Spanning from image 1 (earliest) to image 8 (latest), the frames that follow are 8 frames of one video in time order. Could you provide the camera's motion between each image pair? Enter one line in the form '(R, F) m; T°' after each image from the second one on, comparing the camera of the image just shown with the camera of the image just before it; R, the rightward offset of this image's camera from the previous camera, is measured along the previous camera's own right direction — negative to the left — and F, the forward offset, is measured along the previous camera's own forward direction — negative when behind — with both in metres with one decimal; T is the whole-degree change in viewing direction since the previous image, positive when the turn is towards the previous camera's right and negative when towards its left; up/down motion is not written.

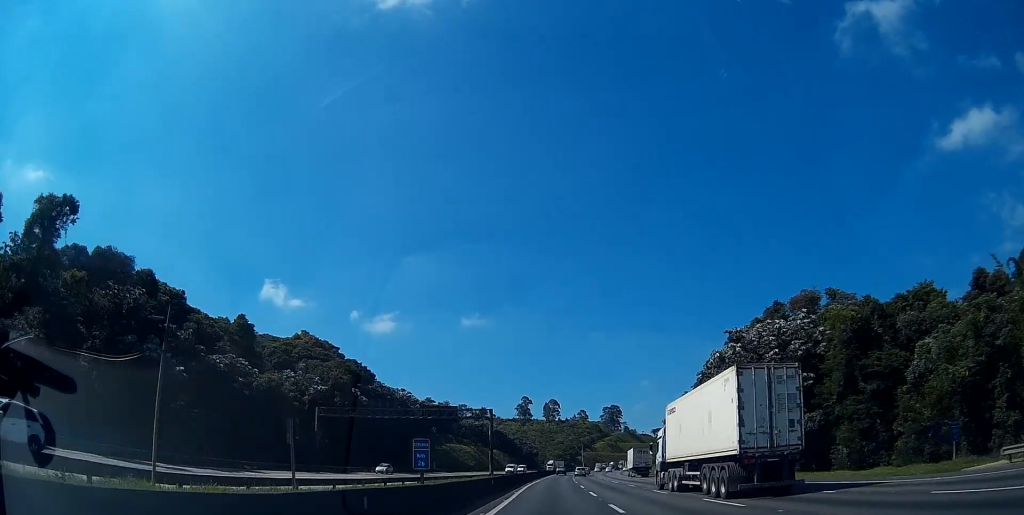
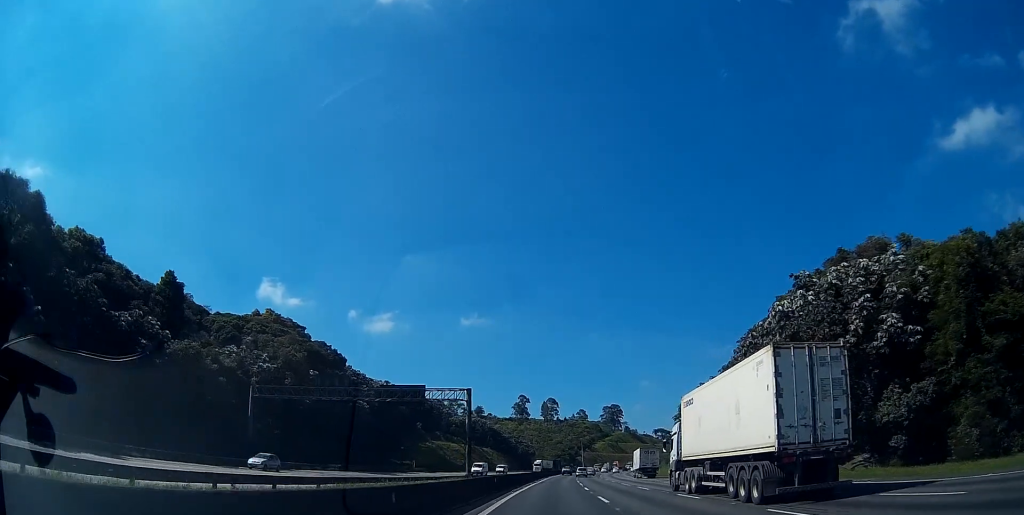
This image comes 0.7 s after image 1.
(+0.1, +20.0) m; 0°
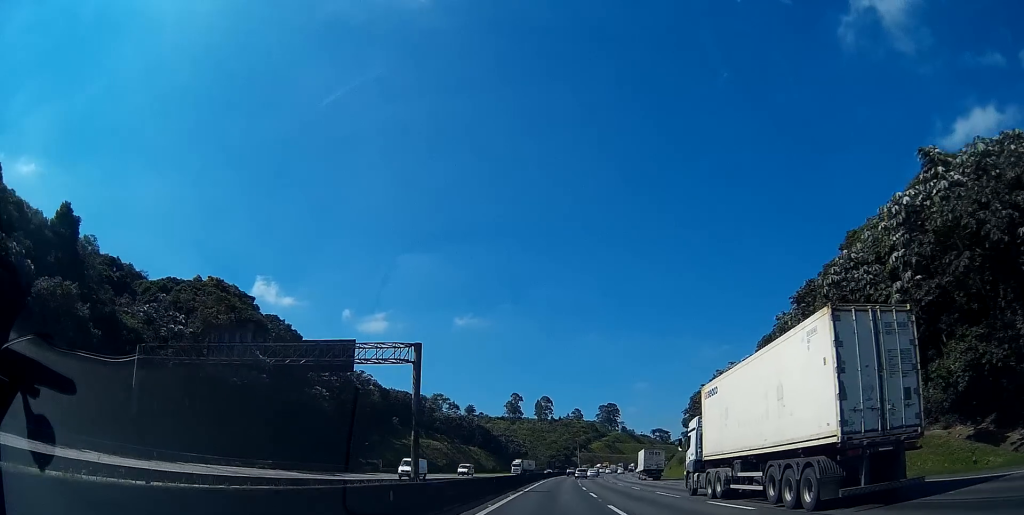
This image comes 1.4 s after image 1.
(+0.1, +20.4) m; 0°
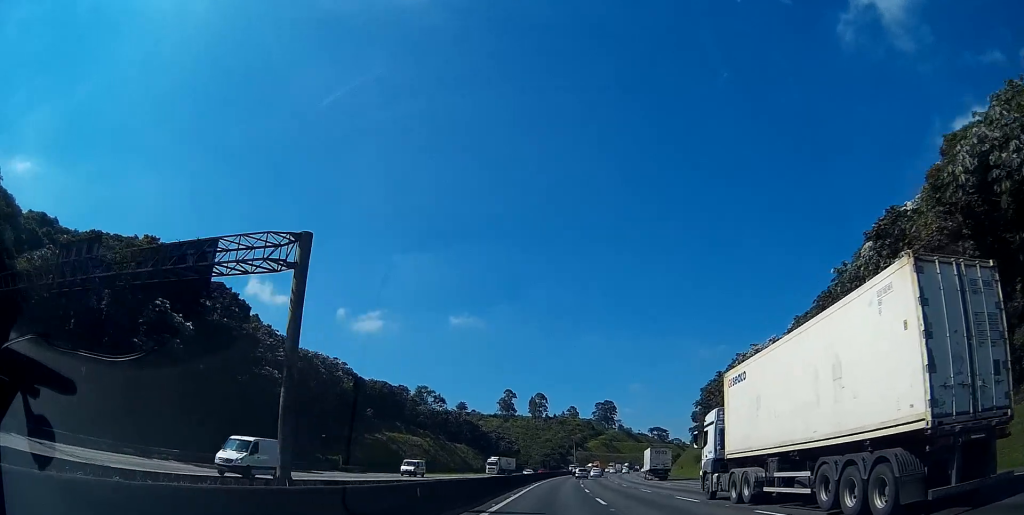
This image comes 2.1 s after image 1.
(-0.2, +17.1) m; 0°
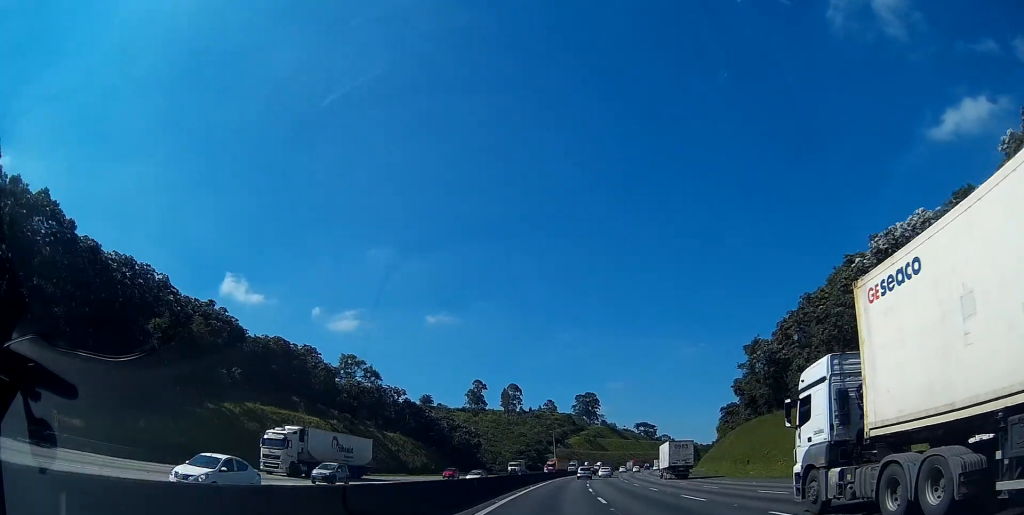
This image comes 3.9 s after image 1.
(+1.2, +49.3) m; +2°
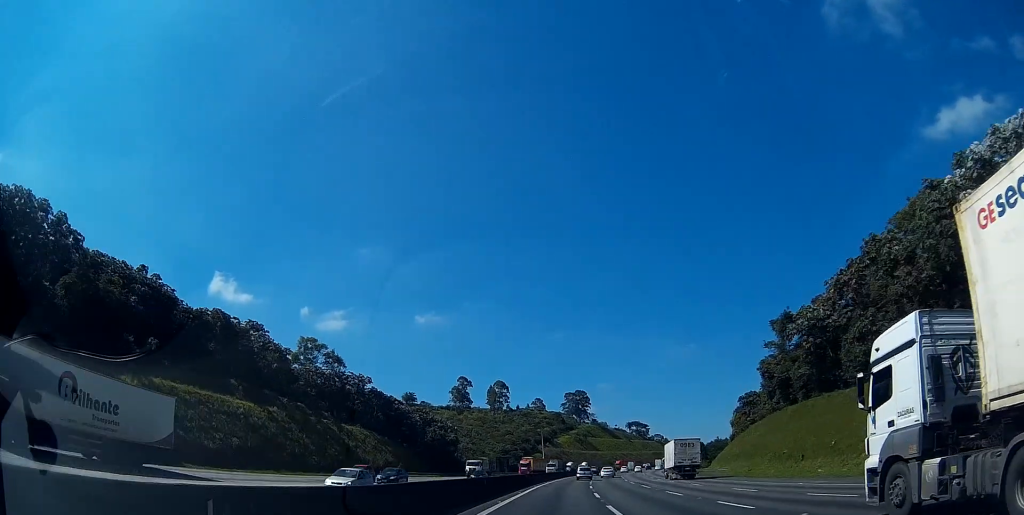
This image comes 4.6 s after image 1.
(+0.1, +17.0) m; +1°
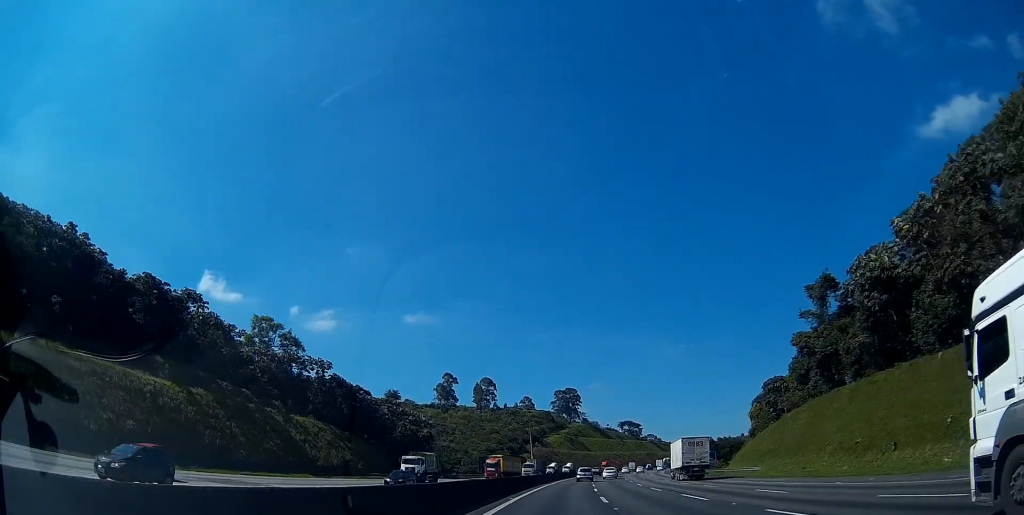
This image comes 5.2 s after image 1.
(0.0, +15.0) m; +1°
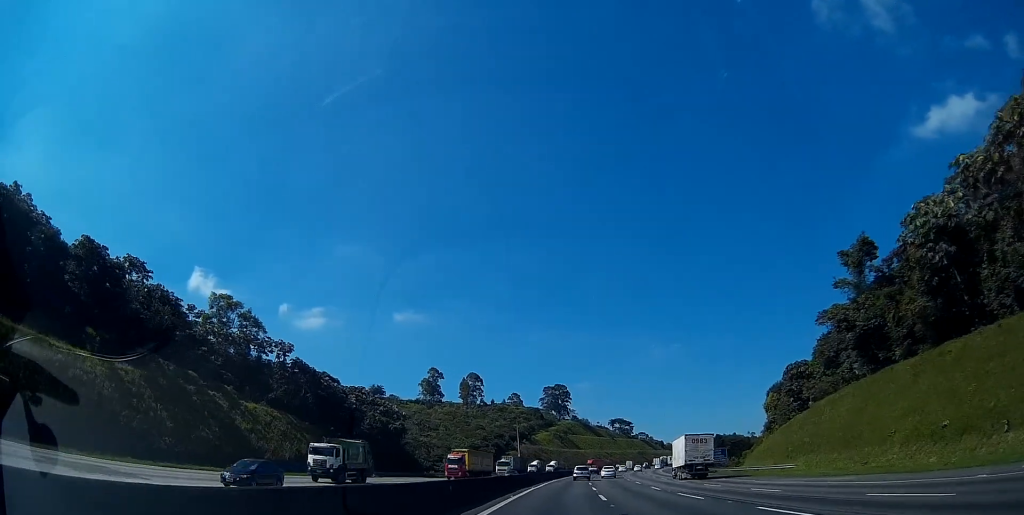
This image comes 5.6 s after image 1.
(+0.2, +10.8) m; +1°
